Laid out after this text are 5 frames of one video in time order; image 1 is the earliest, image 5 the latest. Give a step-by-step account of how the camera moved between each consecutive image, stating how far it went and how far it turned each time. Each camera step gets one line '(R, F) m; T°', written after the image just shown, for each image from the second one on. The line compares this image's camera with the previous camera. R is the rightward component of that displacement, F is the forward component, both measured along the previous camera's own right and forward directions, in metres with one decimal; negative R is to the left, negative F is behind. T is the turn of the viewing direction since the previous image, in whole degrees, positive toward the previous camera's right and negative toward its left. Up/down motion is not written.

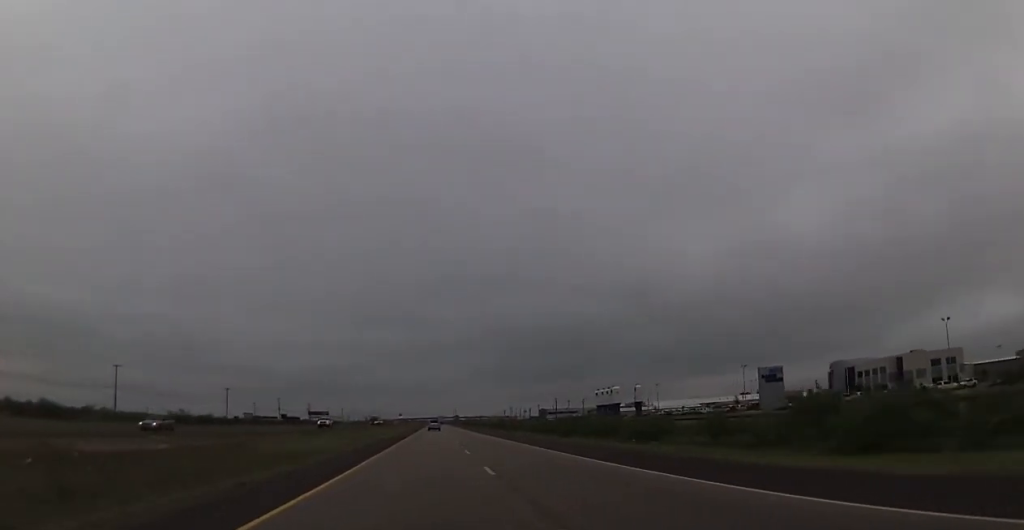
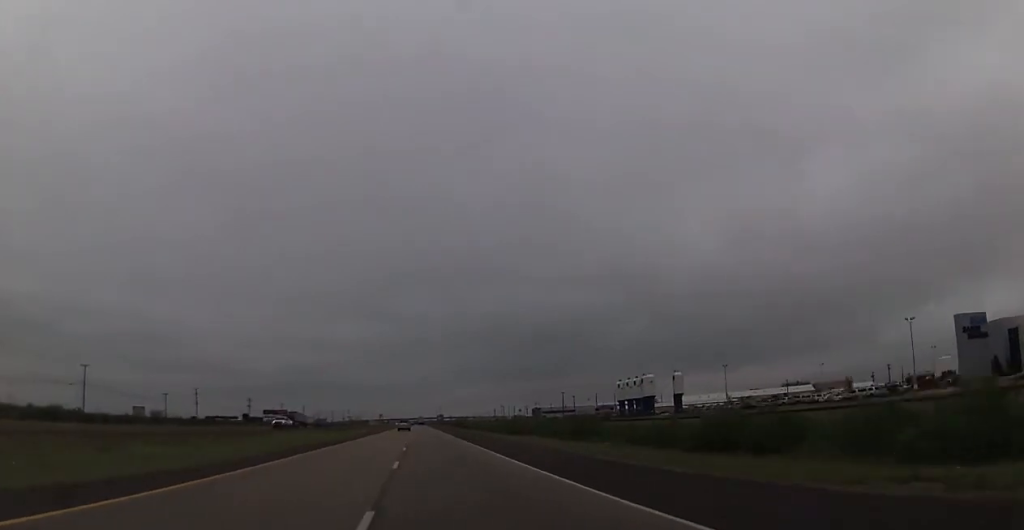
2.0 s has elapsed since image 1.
(+0.6, +71.9) m; +2°
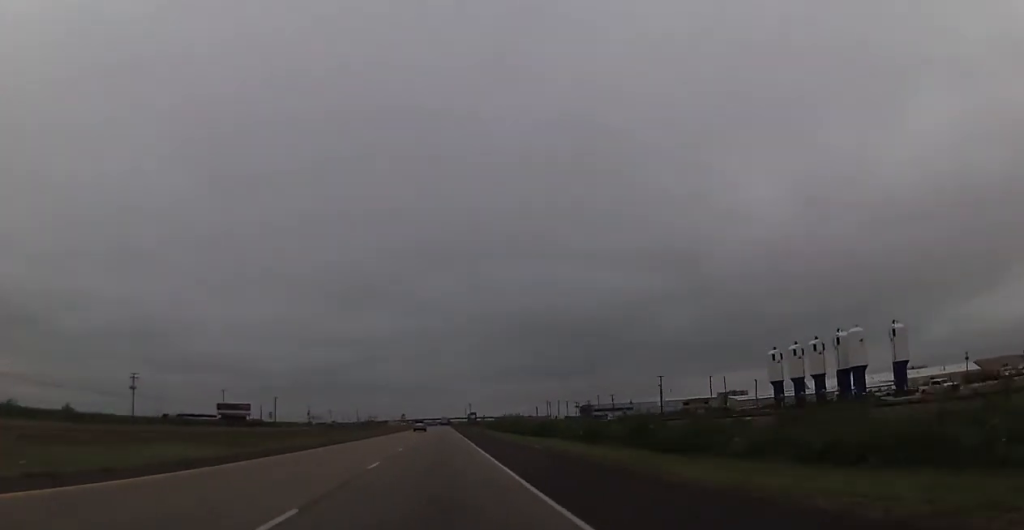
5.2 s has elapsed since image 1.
(-0.2, +110.7) m; -1°
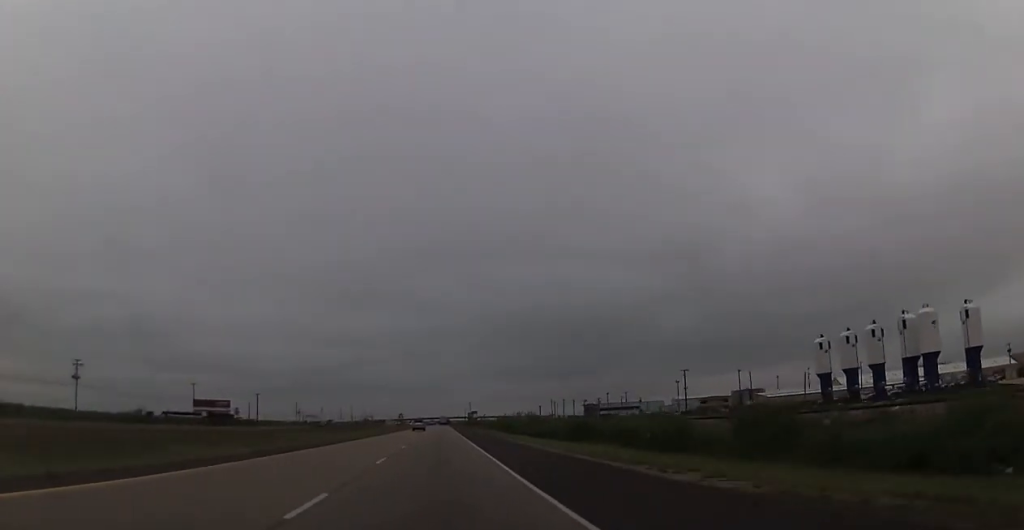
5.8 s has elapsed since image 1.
(0.0, +22.4) m; 0°
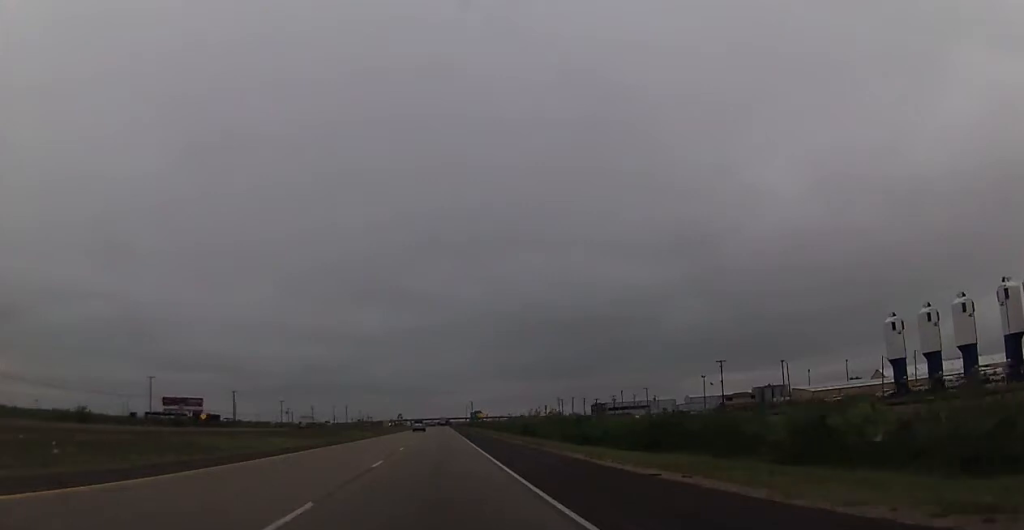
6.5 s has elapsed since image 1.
(0.0, +25.9) m; 0°
